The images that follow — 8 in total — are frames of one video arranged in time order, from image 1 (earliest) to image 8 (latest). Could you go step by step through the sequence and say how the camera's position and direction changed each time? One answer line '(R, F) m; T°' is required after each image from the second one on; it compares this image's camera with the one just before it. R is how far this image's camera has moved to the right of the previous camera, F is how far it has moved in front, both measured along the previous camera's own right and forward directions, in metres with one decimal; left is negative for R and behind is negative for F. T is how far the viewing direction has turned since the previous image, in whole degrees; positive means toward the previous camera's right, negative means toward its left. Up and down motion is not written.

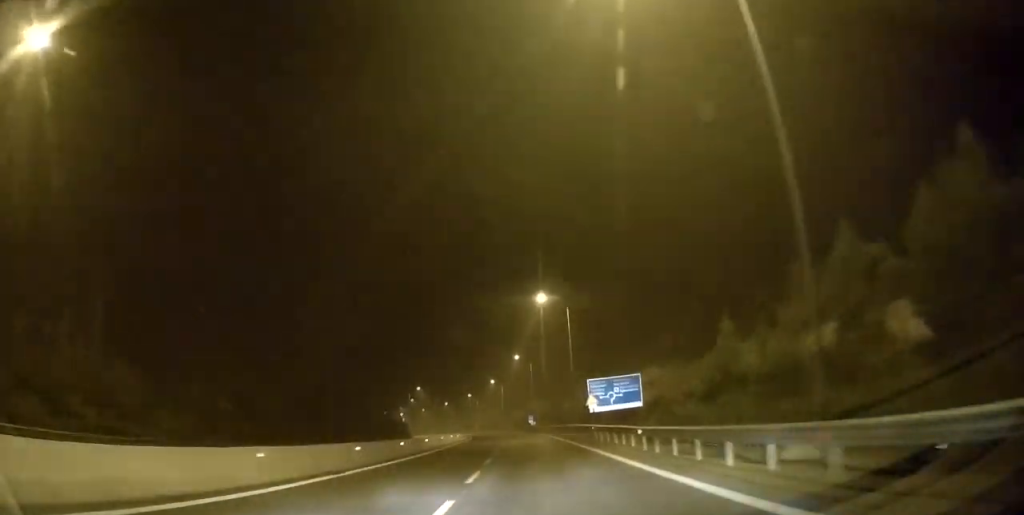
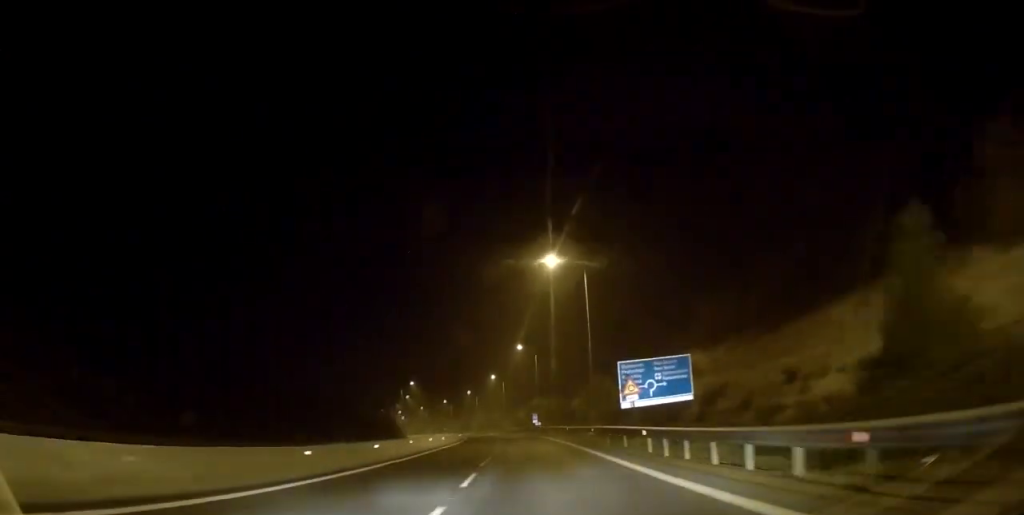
(+0.3, +12.8) m; 0°
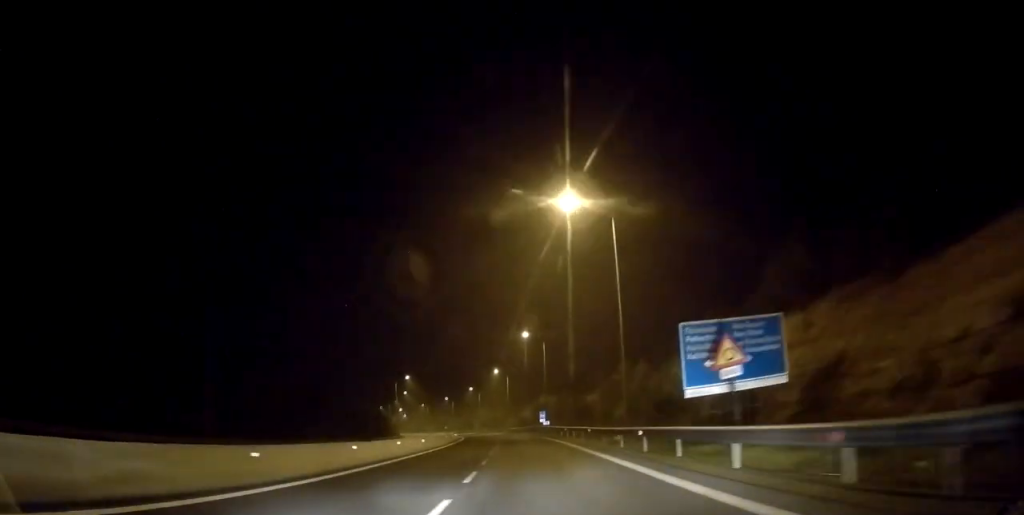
(-0.1, +11.4) m; -1°
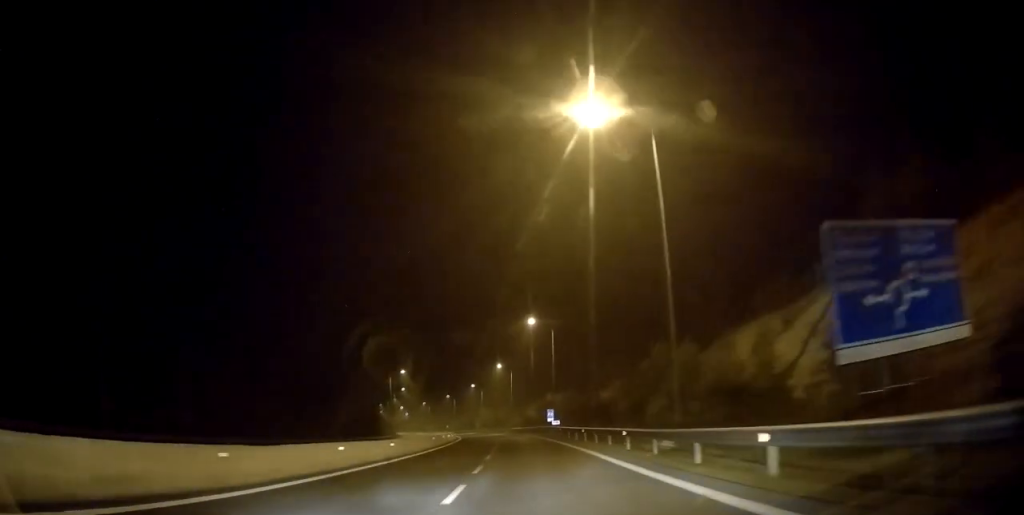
(-0.1, +9.6) m; -1°
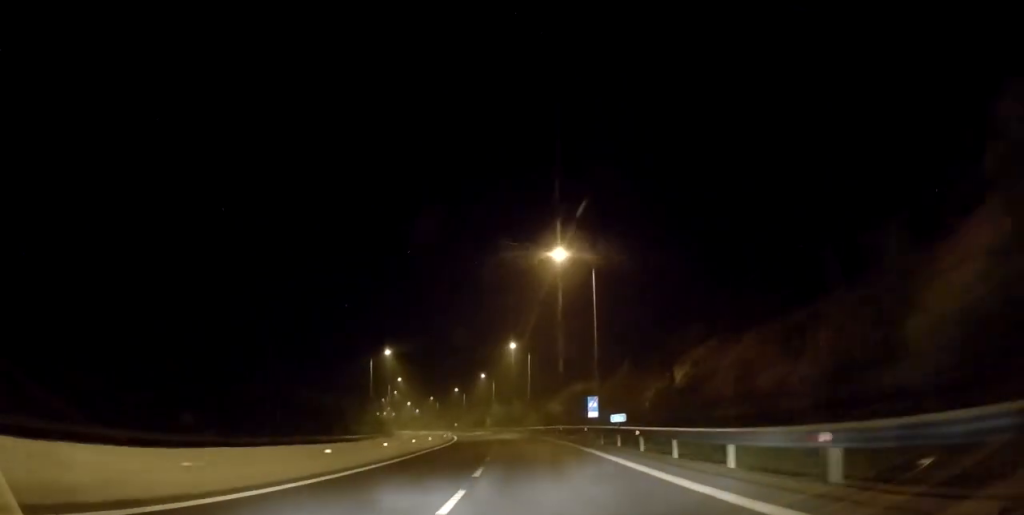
(-0.6, +25.7) m; -2°
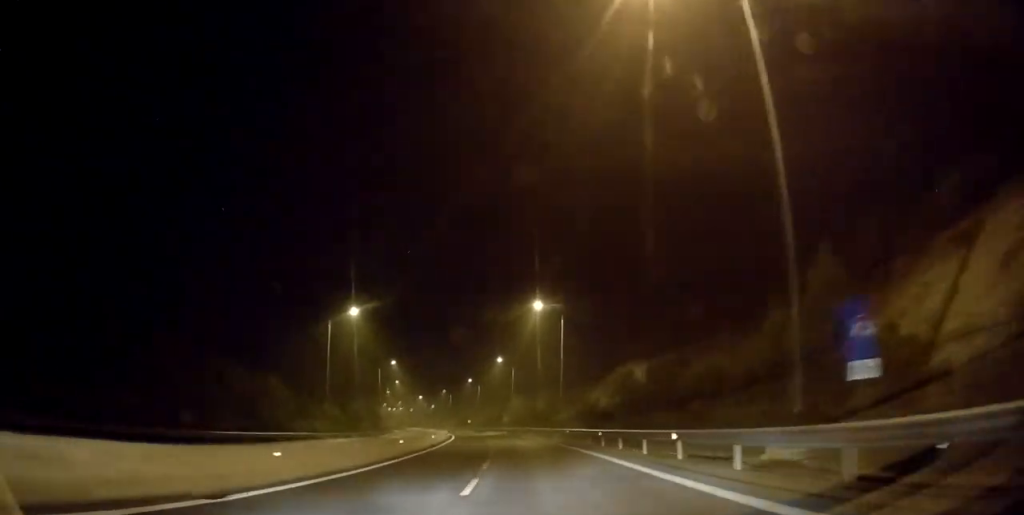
(-0.3, +28.4) m; -1°
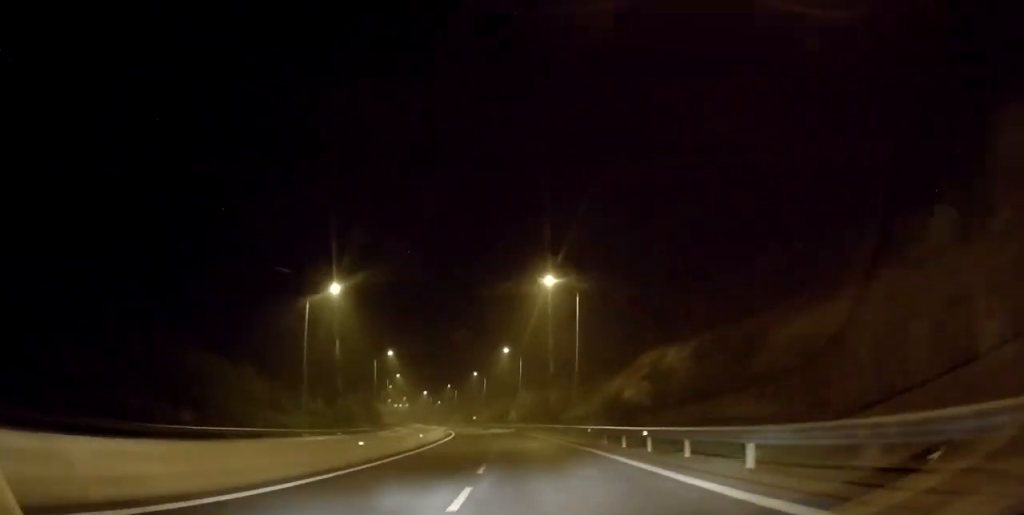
(-0.1, +8.4) m; 0°
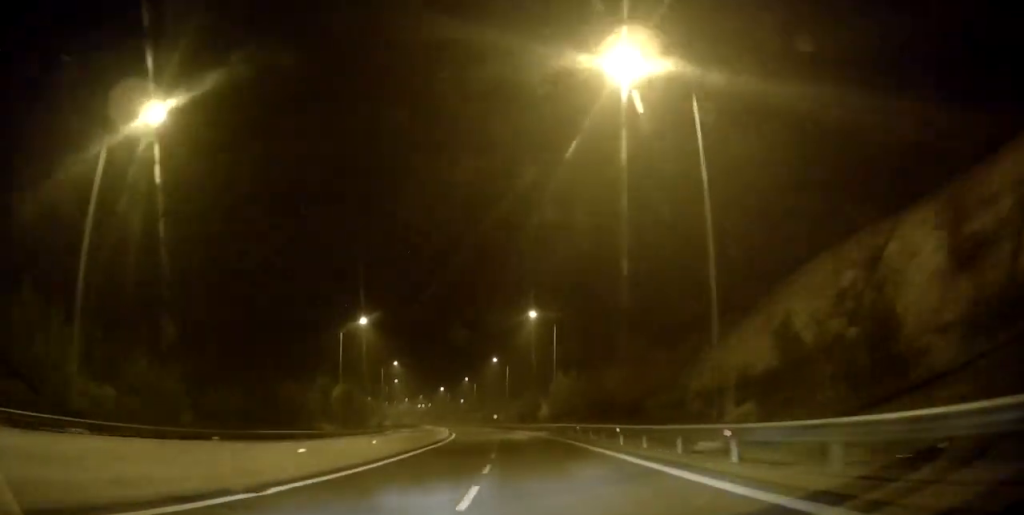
(-0.5, +30.6) m; -4°
